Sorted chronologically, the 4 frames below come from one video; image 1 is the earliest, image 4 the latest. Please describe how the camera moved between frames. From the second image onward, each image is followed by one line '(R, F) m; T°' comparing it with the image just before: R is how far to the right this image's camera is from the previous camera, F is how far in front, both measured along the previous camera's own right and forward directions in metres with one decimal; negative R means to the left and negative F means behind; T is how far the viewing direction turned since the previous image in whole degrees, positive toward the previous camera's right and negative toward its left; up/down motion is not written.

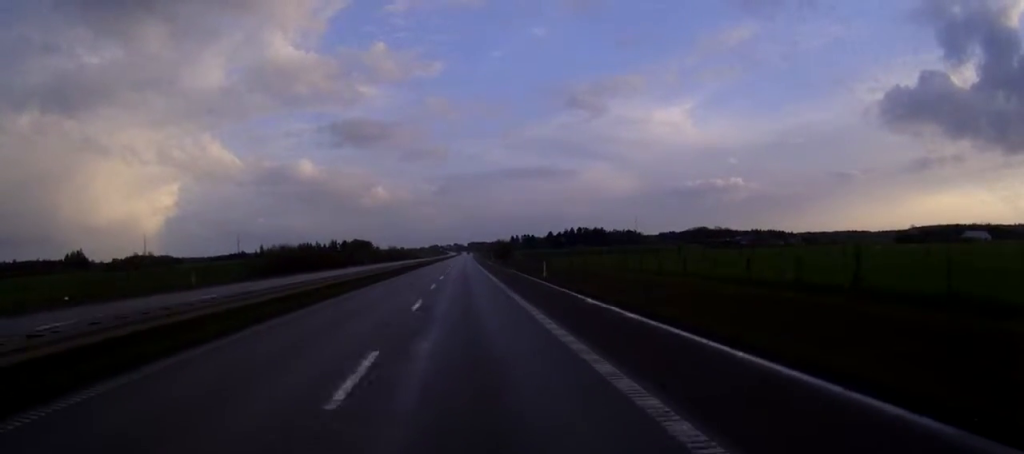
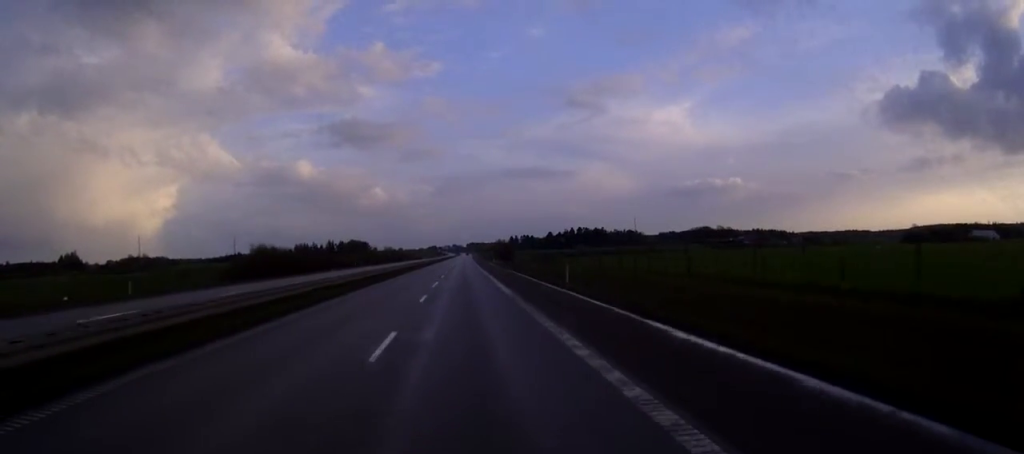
(0.0, +11.2) m; 0°
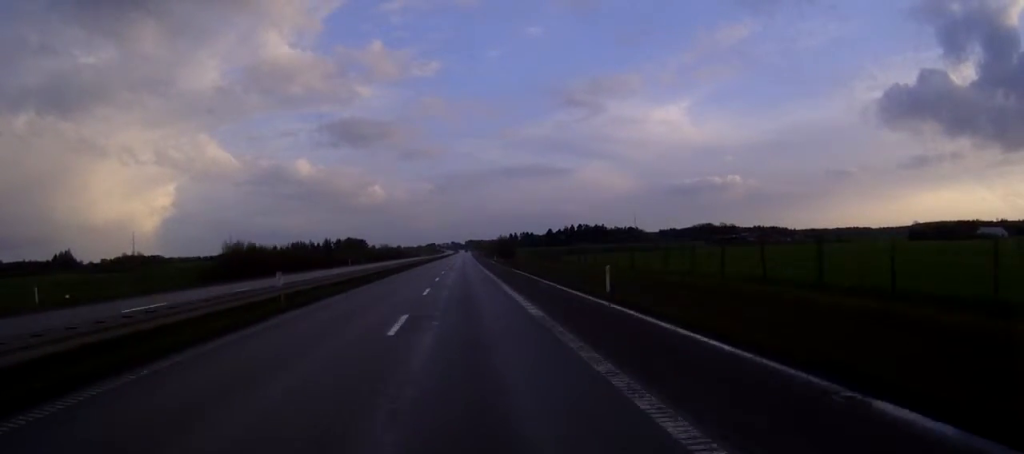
(0.0, +11.2) m; 0°
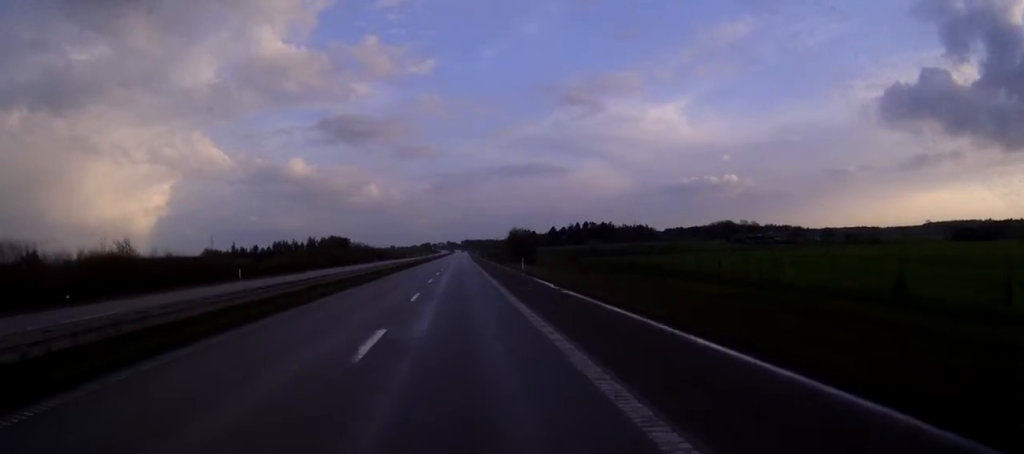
(+0.1, +63.7) m; 0°
